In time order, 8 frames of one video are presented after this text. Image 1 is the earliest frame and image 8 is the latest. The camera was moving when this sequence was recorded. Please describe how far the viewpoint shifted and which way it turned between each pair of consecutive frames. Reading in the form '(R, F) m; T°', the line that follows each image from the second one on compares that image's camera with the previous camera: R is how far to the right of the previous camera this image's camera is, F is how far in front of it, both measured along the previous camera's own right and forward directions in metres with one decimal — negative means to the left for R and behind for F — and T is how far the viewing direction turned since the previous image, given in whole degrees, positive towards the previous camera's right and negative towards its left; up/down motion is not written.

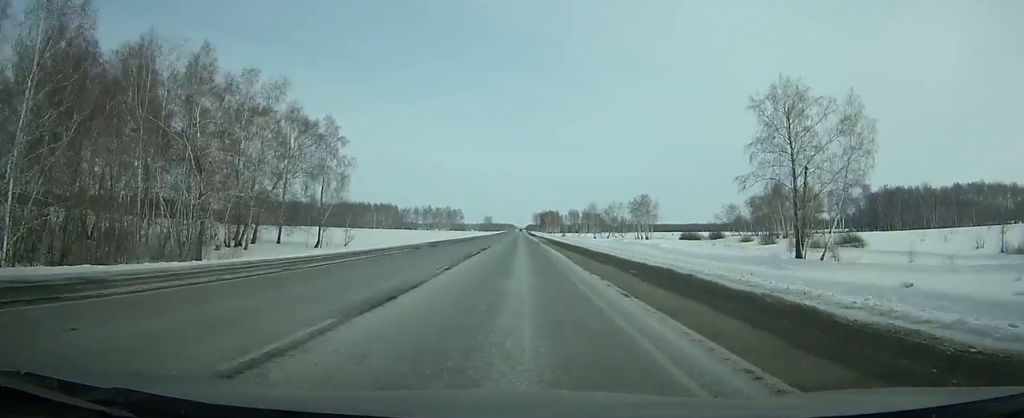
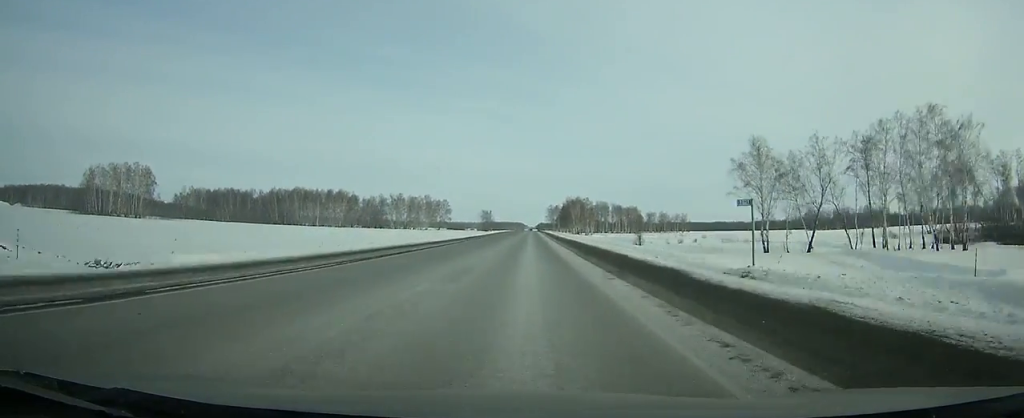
(-1.6, +151.3) m; -1°
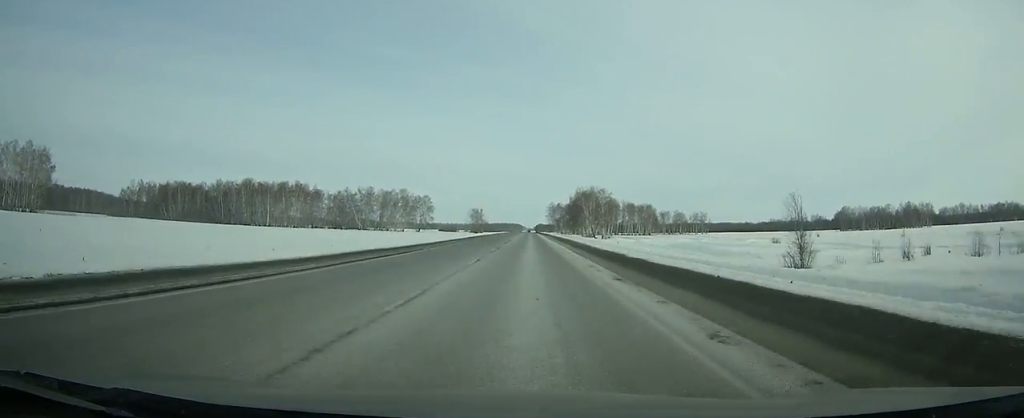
(0.0, +60.6) m; 0°
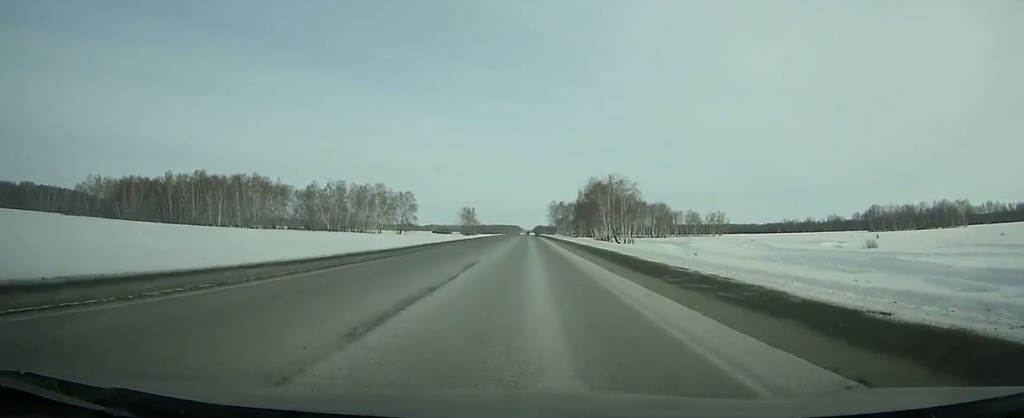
(+0.1, +44.0) m; 0°
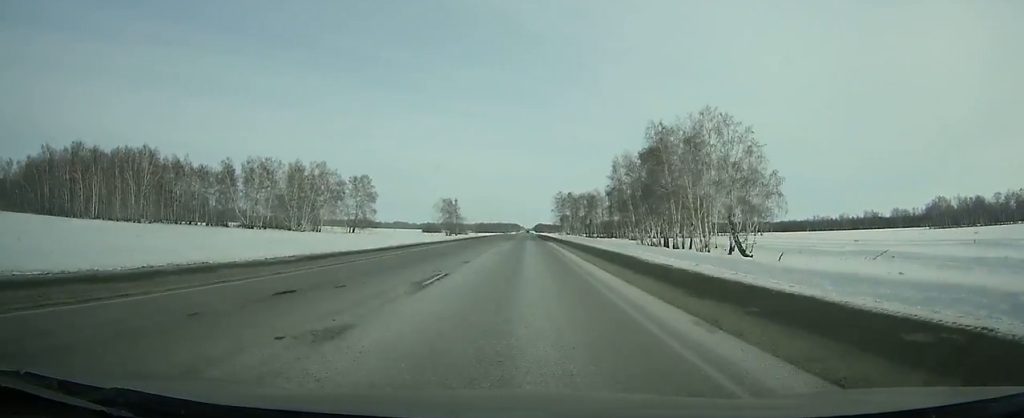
(0.0, +71.4) m; 0°
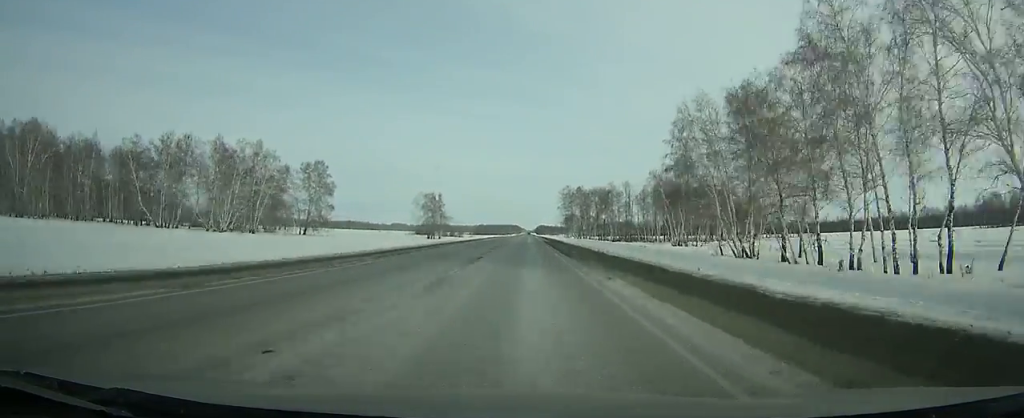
(-0.1, +46.6) m; 0°
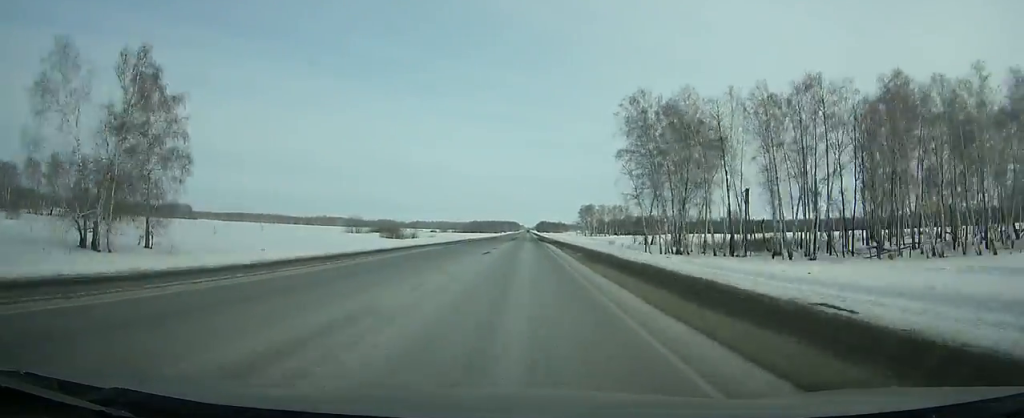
(+0.3, +150.9) m; 0°
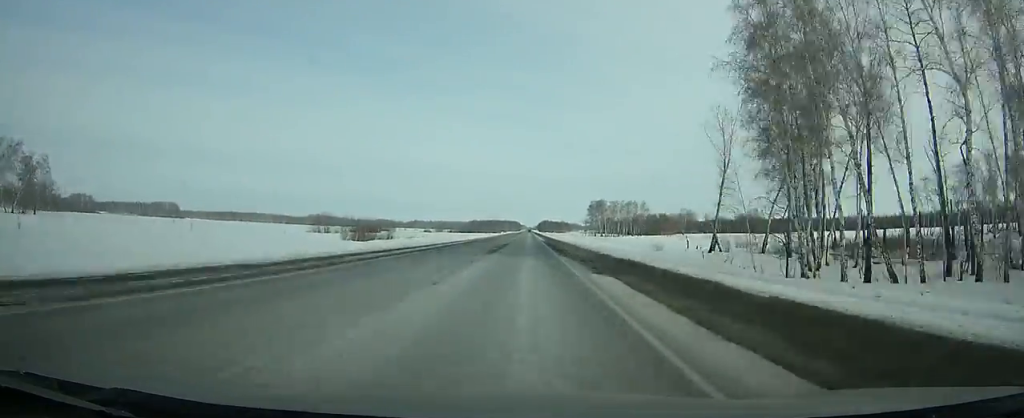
(-0.1, +44.3) m; 0°
